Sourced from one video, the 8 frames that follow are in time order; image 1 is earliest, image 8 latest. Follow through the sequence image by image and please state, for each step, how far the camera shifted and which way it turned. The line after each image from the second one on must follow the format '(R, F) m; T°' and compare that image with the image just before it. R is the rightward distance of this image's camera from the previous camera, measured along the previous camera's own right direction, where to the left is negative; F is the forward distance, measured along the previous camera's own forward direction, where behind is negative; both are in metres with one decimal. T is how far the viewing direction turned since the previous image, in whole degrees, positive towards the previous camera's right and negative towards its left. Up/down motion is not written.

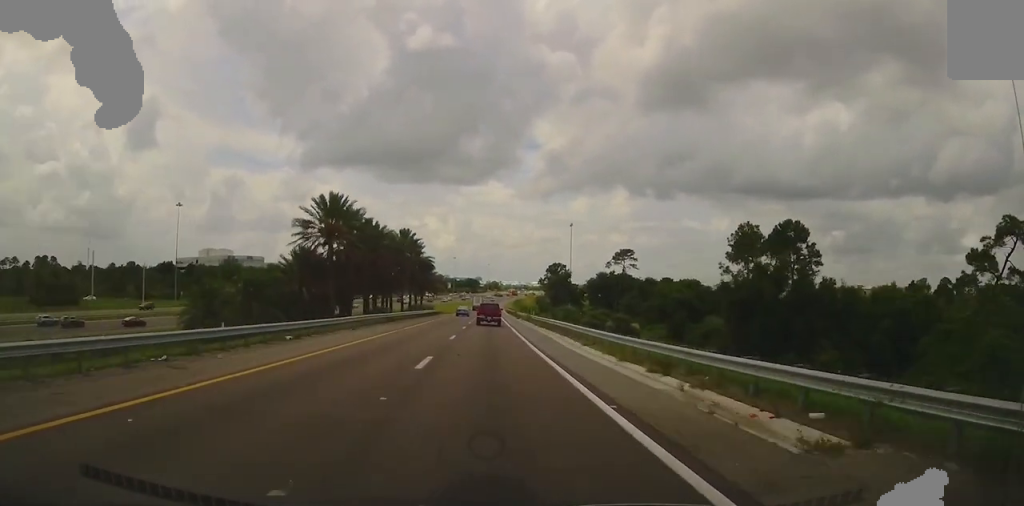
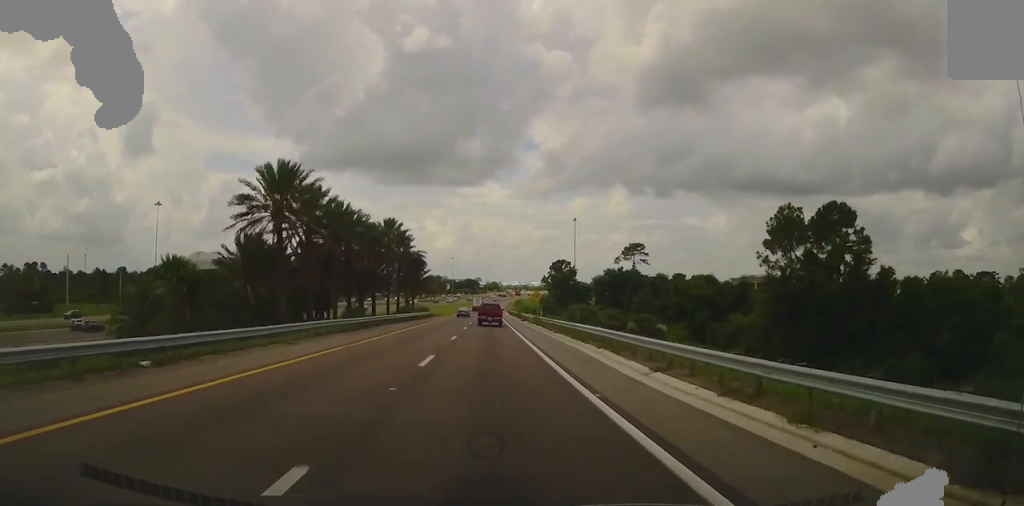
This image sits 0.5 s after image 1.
(0.0, +11.8) m; 0°
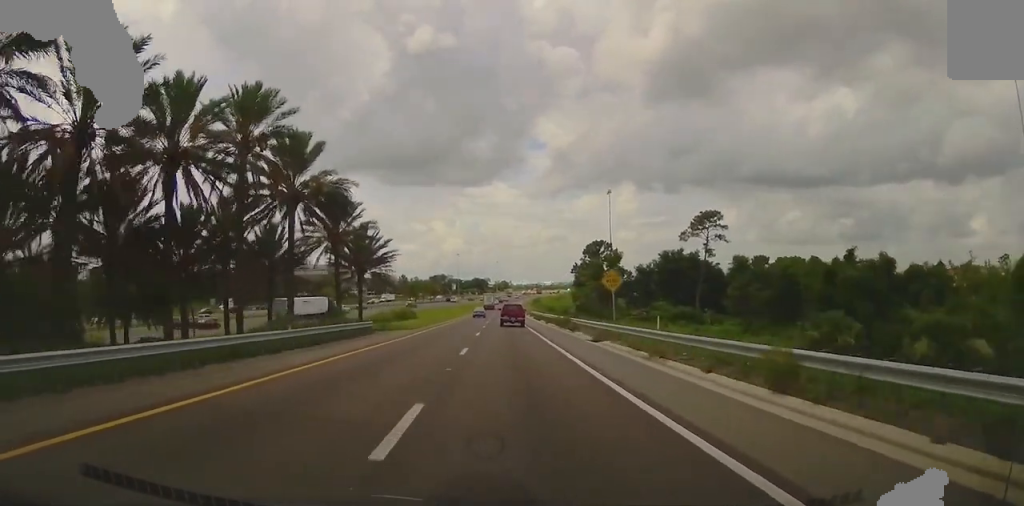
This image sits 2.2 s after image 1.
(+0.2, +45.8) m; 0°
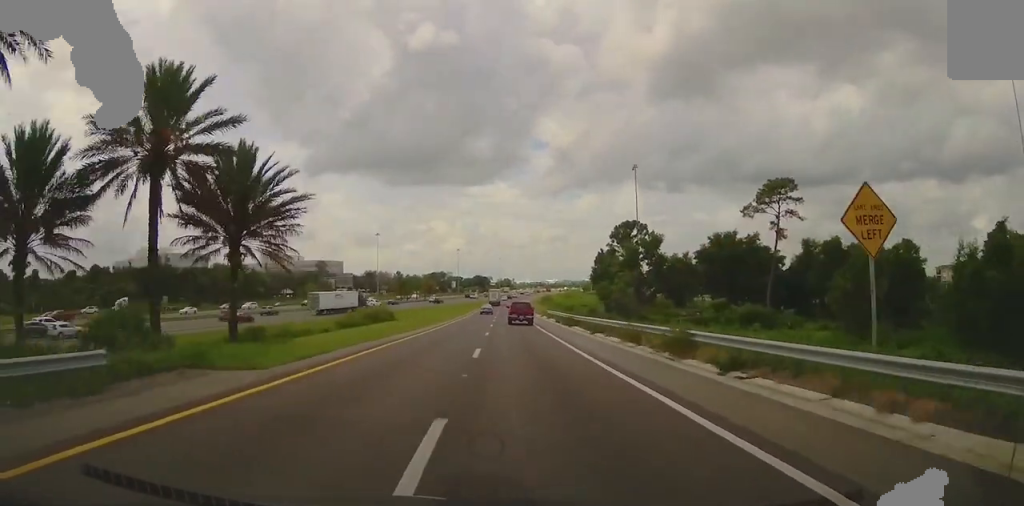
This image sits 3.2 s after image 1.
(-0.1, +26.4) m; 0°
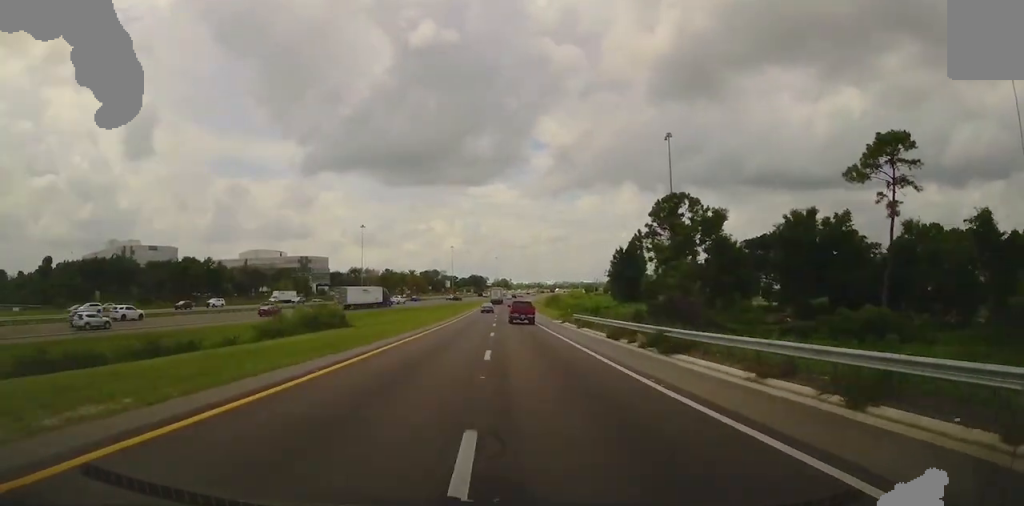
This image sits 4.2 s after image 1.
(+0.1, +25.8) m; +1°
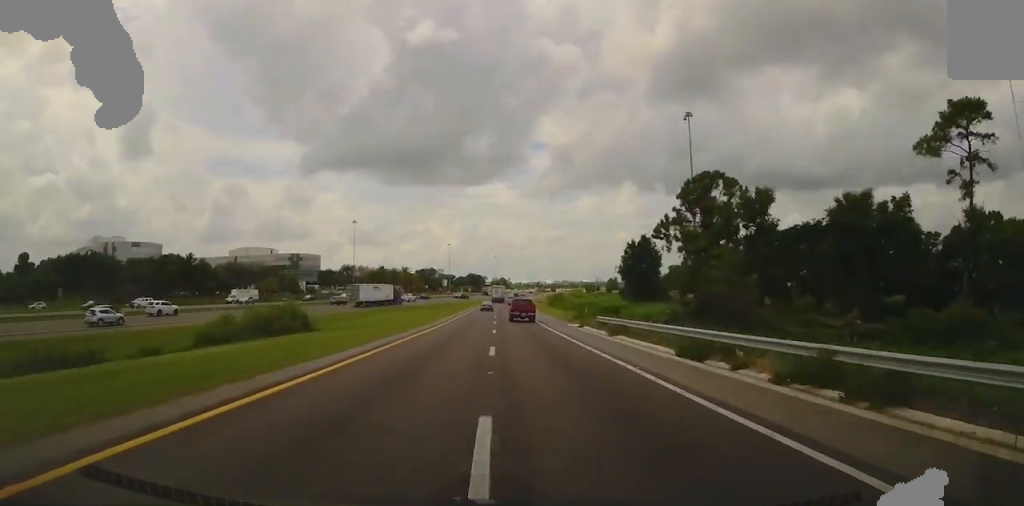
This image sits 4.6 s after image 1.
(+0.1, +11.6) m; 0°
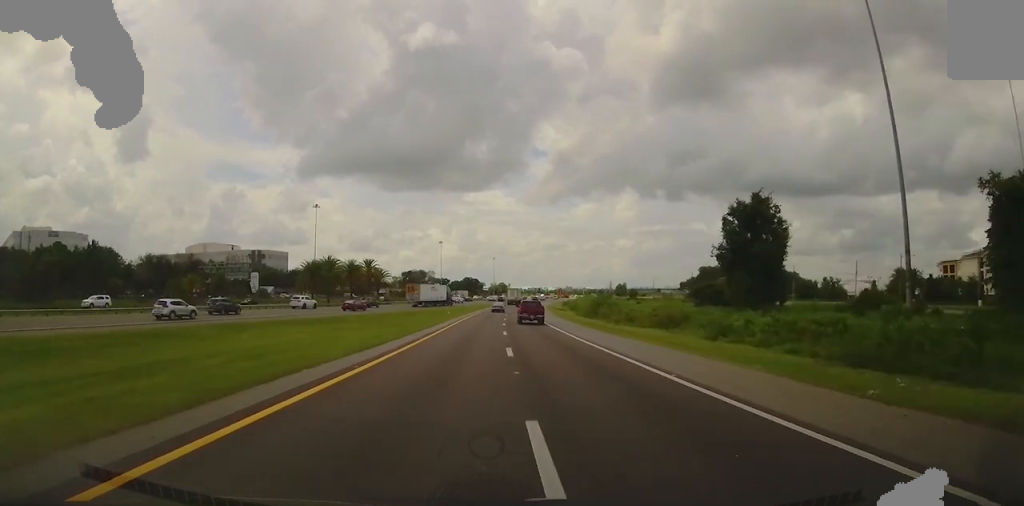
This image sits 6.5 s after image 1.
(0.0, +49.5) m; 0°
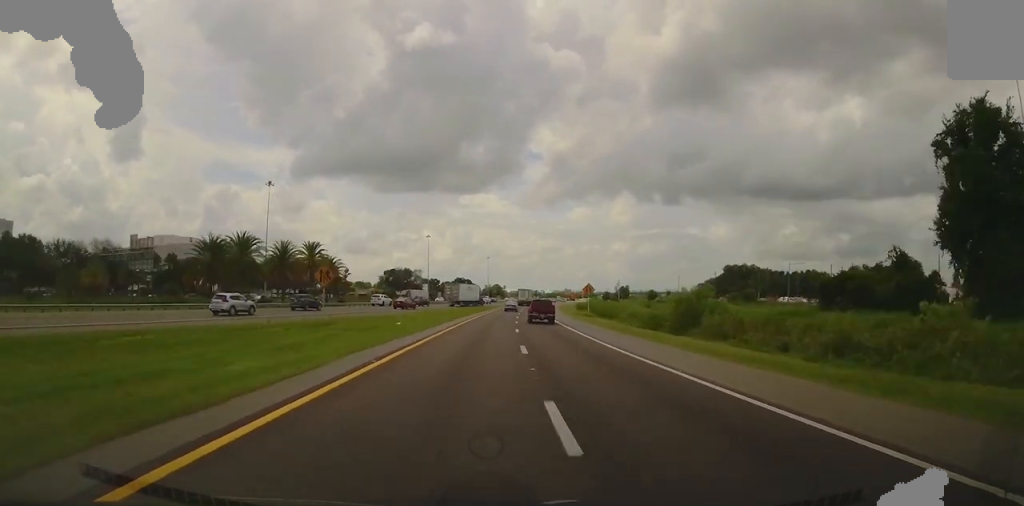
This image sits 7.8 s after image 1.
(+0.2, +36.0) m; 0°
